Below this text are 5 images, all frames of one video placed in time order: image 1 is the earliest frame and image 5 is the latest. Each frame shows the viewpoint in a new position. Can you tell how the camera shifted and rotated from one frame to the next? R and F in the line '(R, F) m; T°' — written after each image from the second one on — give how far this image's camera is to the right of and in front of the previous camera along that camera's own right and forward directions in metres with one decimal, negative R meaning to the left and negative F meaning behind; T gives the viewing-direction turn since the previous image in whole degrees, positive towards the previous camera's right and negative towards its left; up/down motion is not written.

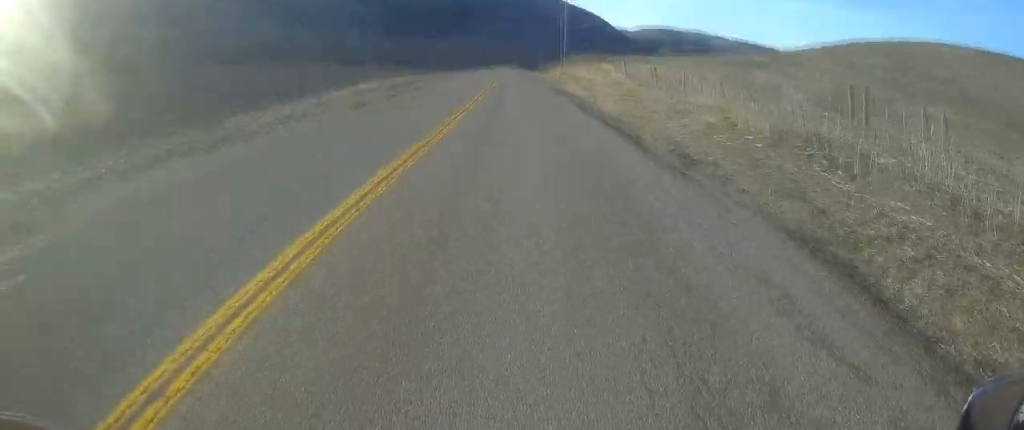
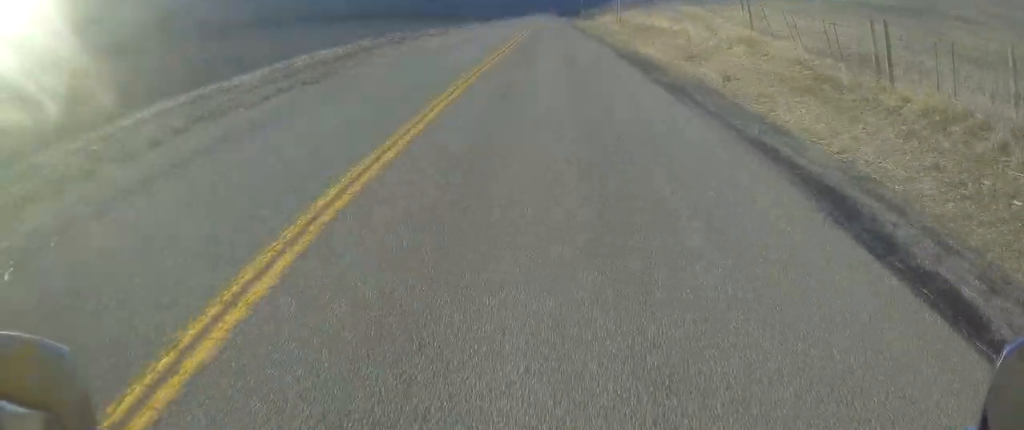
(-0.9, +23.9) m; -3°
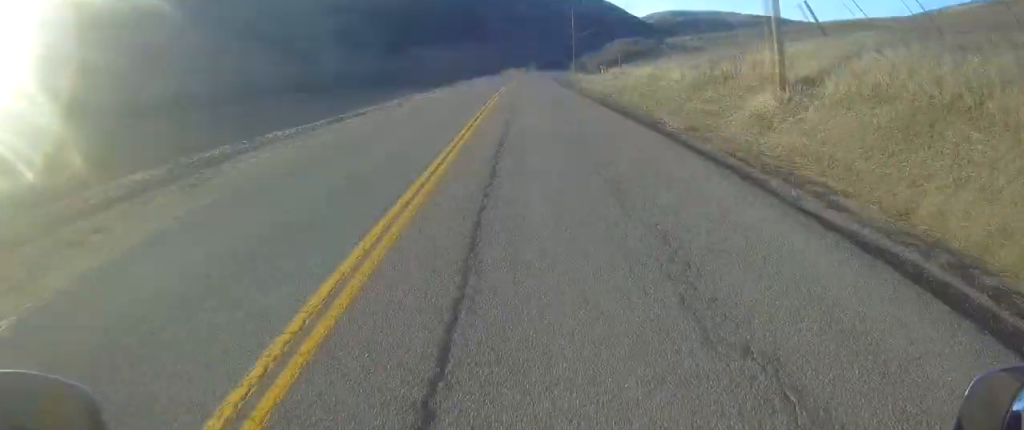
(+0.5, +41.2) m; +3°
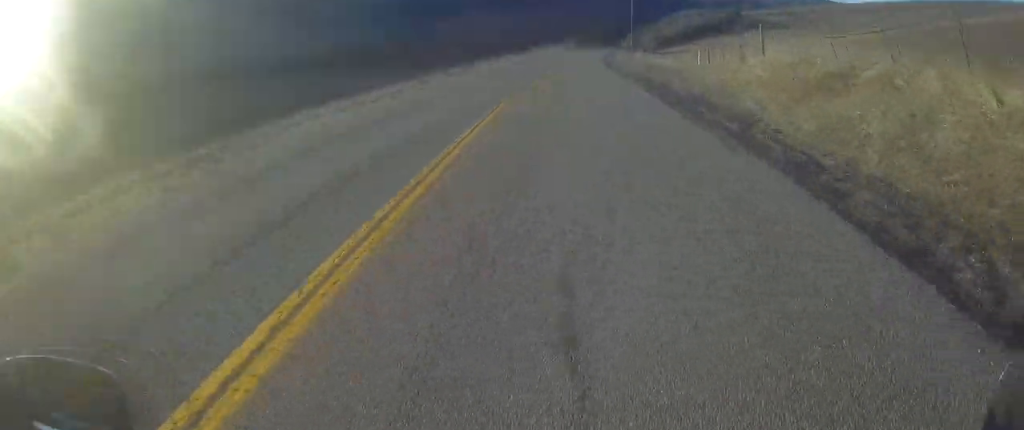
(+0.5, +30.8) m; 0°
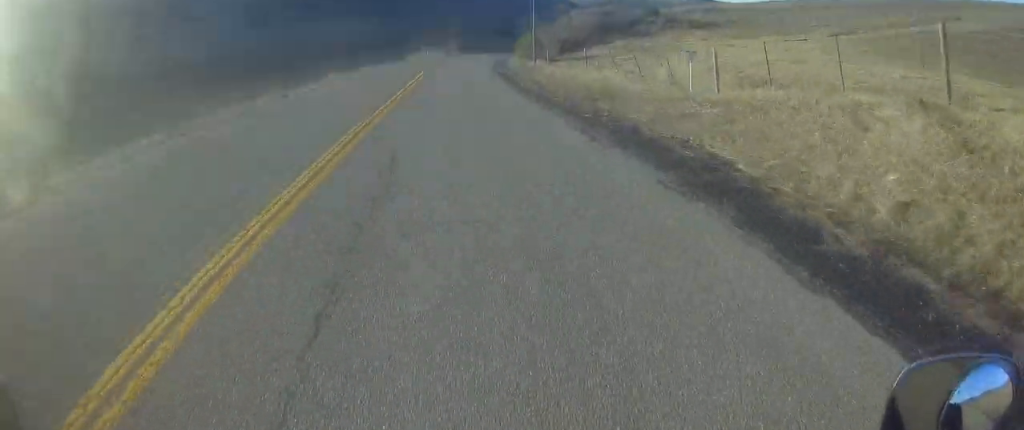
(0.0, +17.3) m; -2°
